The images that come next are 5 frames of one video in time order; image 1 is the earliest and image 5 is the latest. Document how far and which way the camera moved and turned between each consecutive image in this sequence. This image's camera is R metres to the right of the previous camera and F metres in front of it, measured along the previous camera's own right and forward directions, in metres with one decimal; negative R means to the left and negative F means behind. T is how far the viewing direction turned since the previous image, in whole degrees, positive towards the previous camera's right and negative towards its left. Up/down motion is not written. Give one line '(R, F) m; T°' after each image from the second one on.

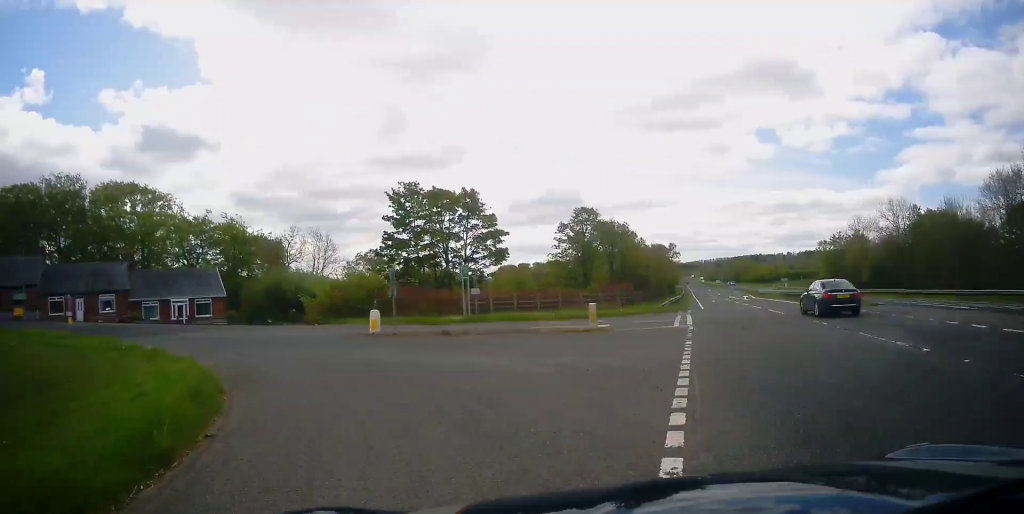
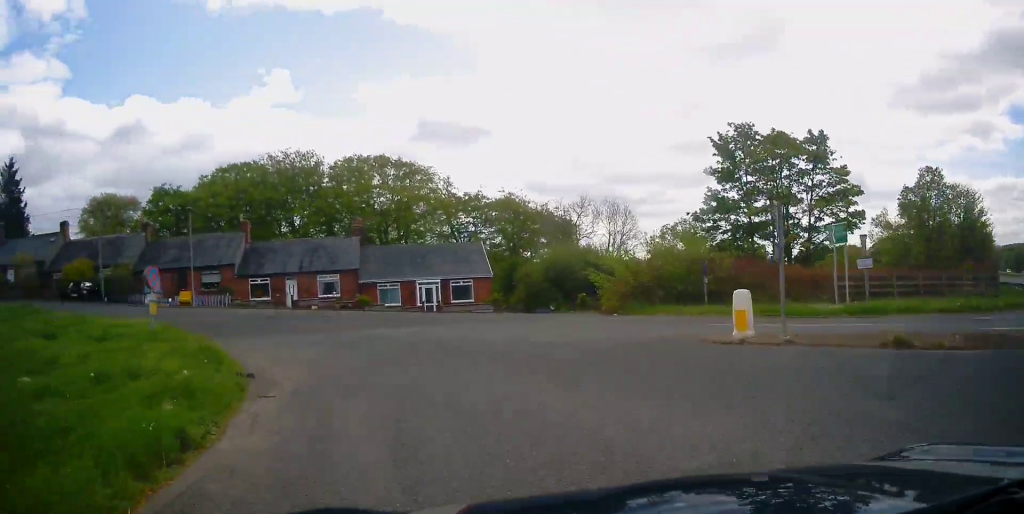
(-2.9, +12.4) m; -25°
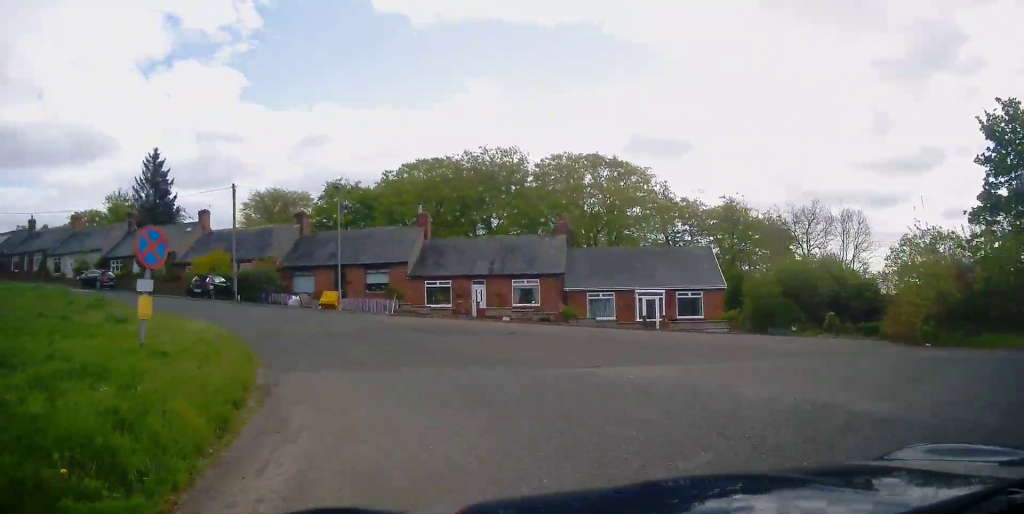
(-1.4, +9.0) m; -19°
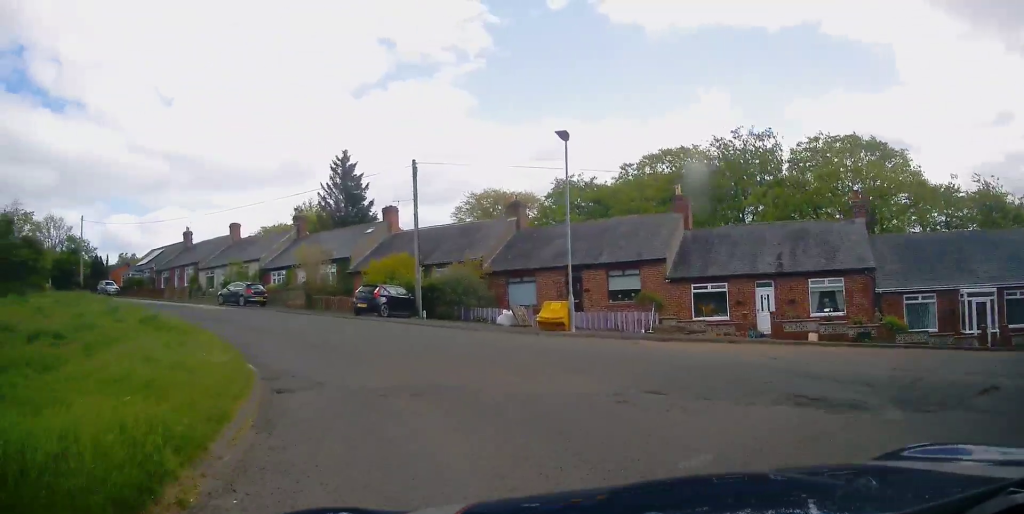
(-2.8, +10.9) m; -26°
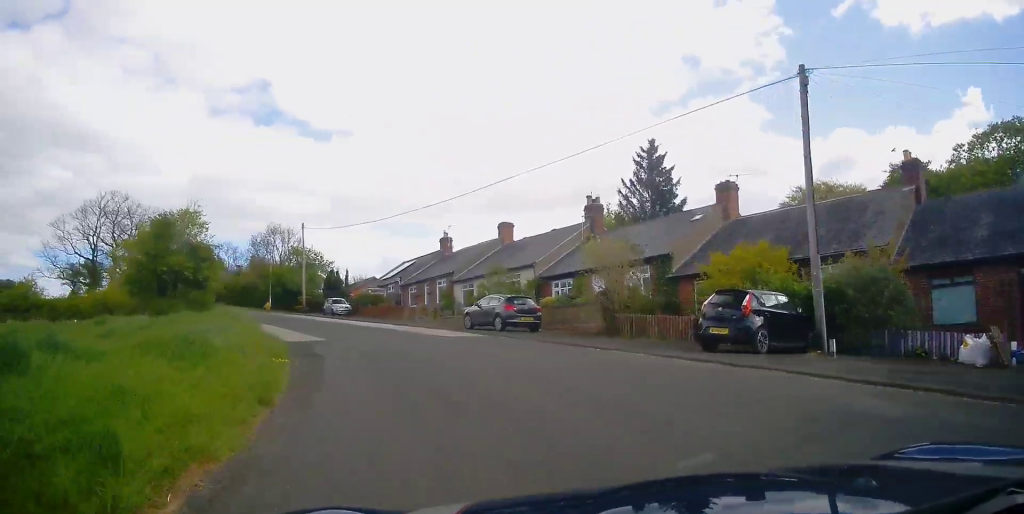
(-3.3, +13.5) m; -29°
